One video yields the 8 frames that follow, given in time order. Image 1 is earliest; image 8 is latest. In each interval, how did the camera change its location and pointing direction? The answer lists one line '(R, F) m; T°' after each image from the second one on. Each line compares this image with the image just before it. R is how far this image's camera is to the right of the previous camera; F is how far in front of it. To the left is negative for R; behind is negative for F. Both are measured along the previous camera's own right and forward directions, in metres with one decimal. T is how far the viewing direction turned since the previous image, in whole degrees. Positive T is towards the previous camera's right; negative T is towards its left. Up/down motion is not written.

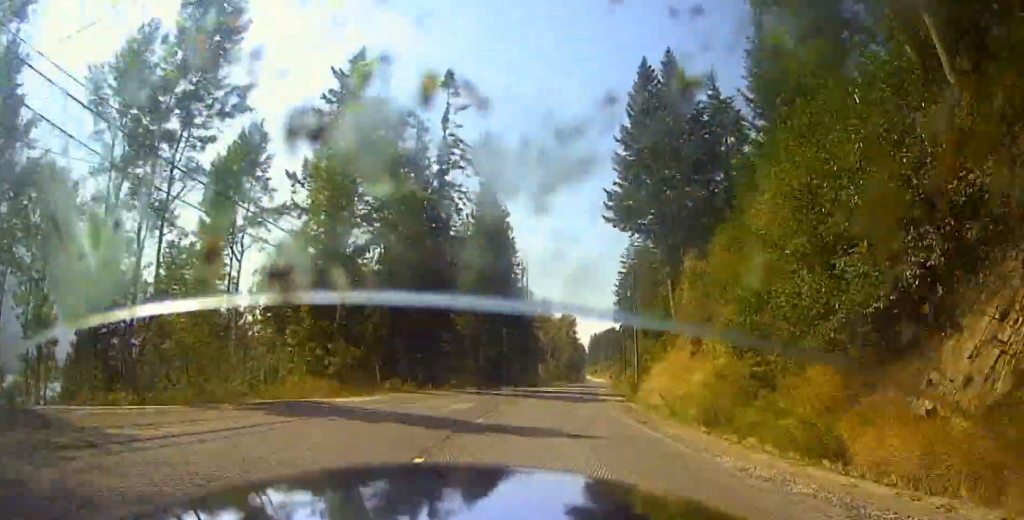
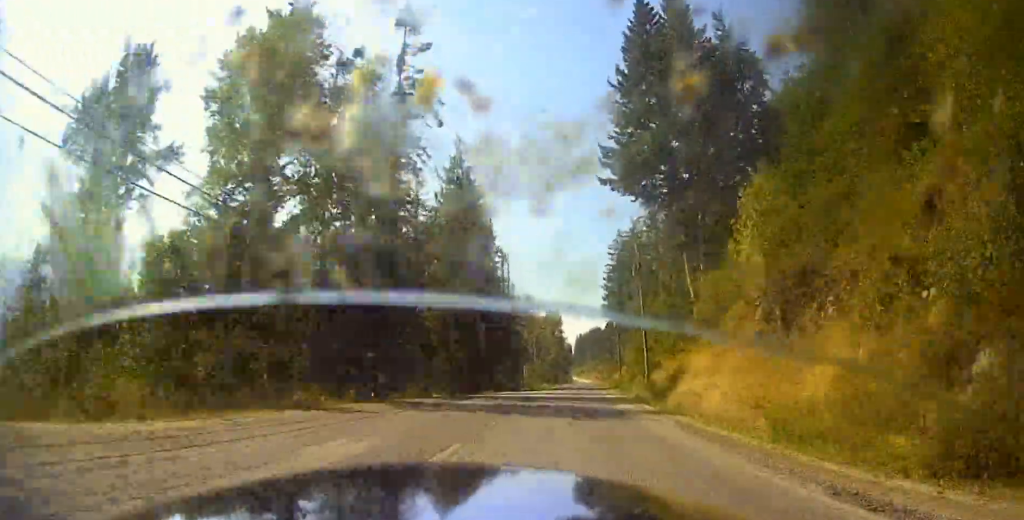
(+0.2, +11.5) m; +3°
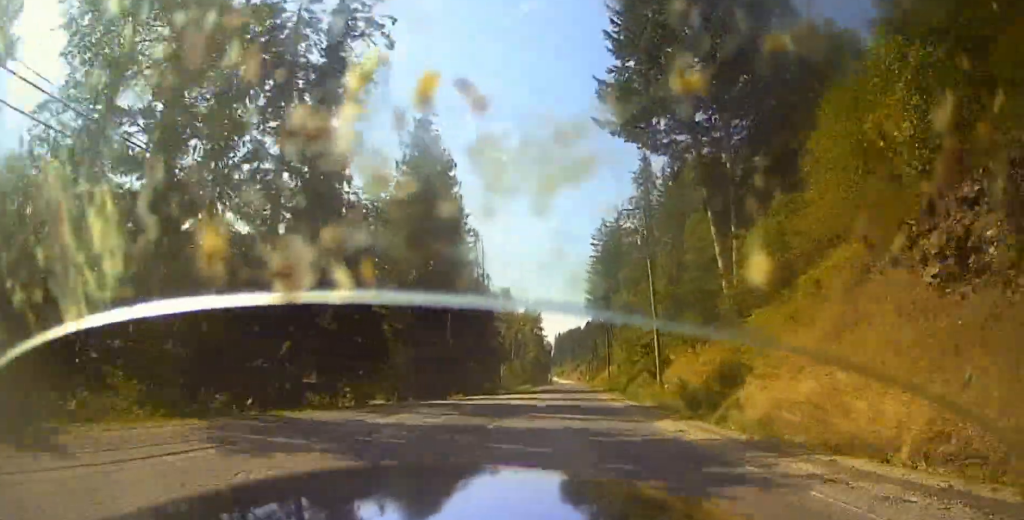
(+0.3, +11.4) m; +2°
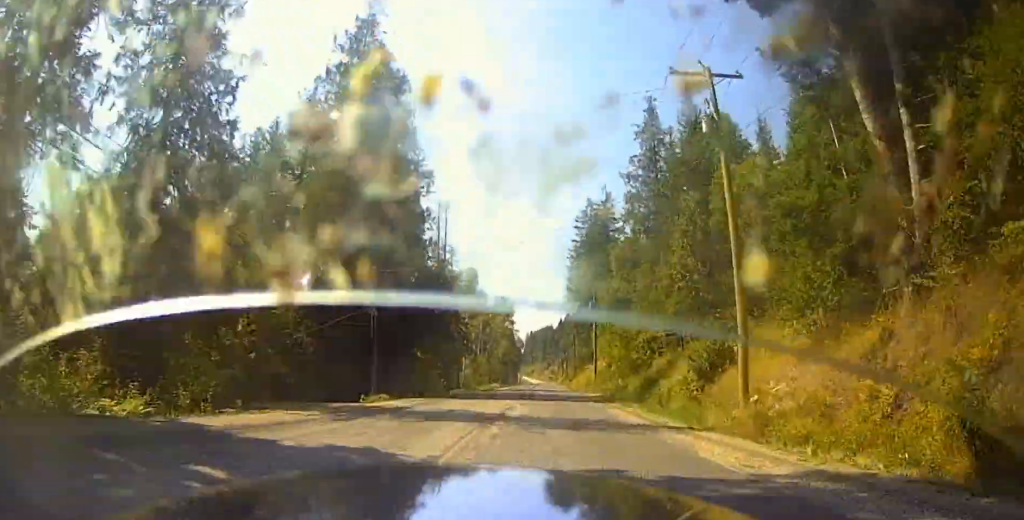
(+0.6, +19.2) m; +2°
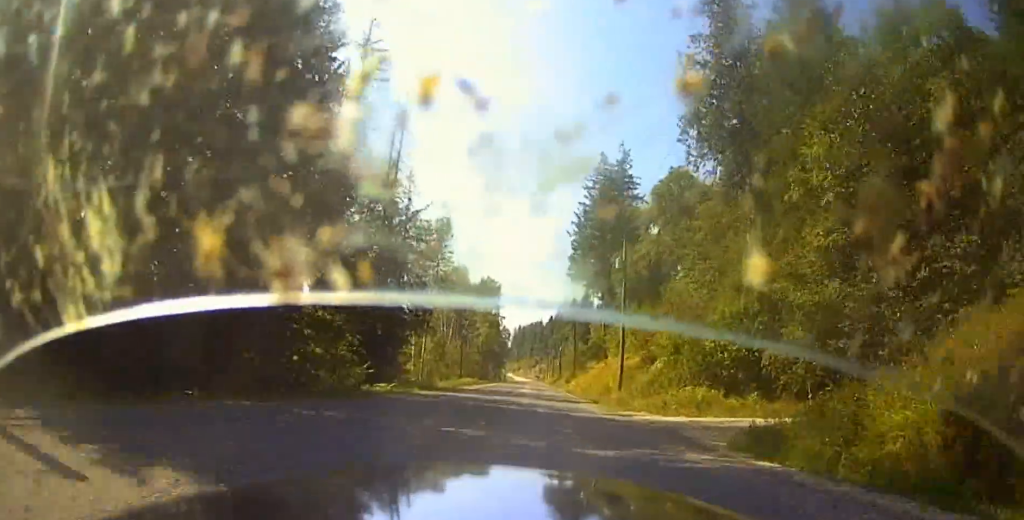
(0.0, +27.8) m; +1°
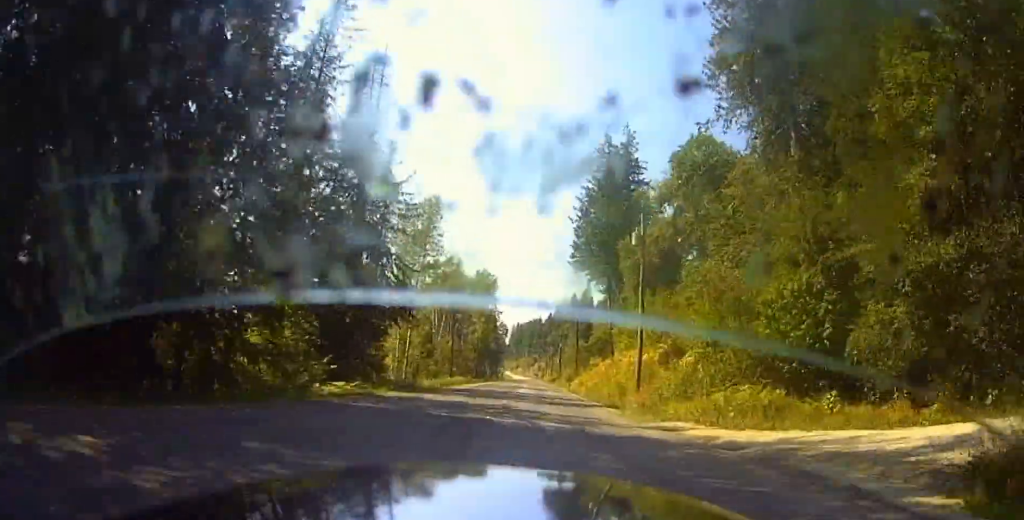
(+0.1, +7.5) m; +1°
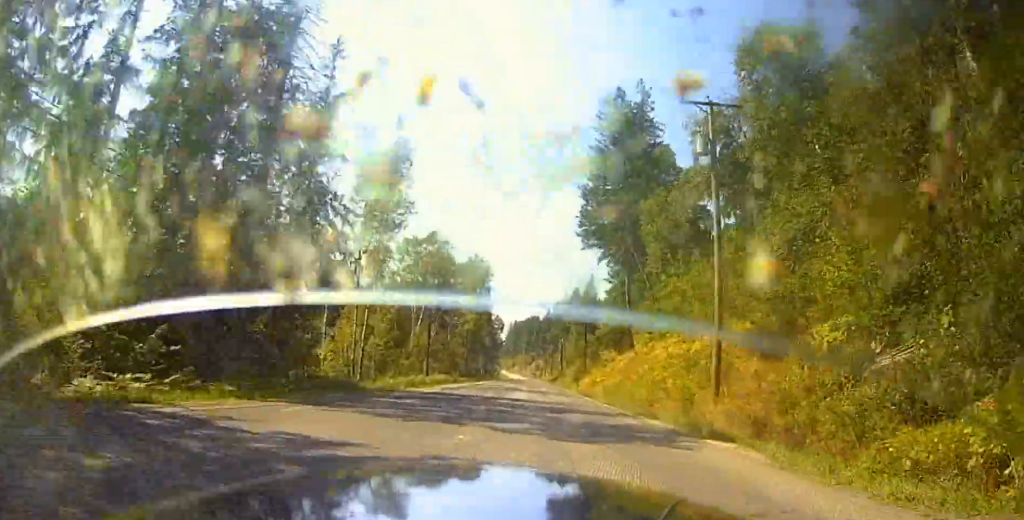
(+0.2, +15.7) m; +1°
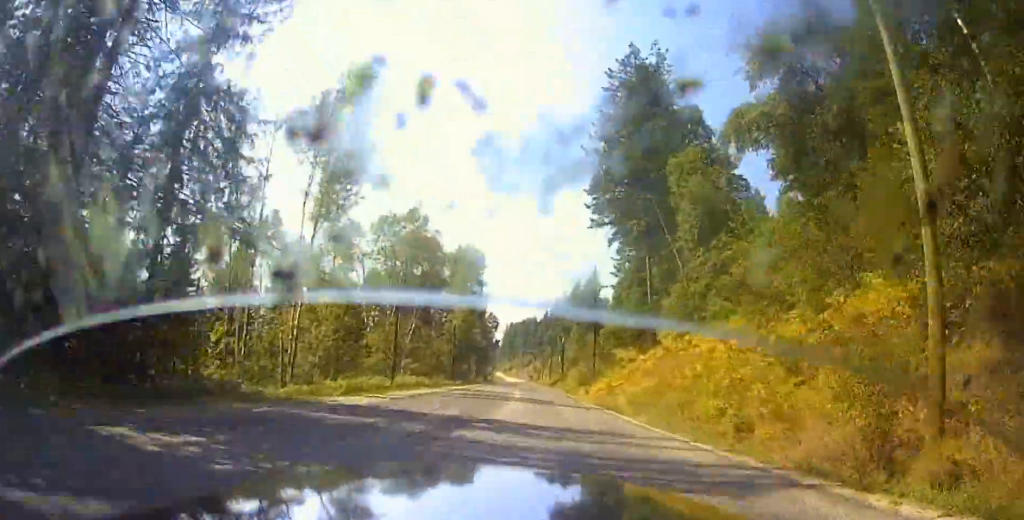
(+0.2, +13.8) m; +1°
